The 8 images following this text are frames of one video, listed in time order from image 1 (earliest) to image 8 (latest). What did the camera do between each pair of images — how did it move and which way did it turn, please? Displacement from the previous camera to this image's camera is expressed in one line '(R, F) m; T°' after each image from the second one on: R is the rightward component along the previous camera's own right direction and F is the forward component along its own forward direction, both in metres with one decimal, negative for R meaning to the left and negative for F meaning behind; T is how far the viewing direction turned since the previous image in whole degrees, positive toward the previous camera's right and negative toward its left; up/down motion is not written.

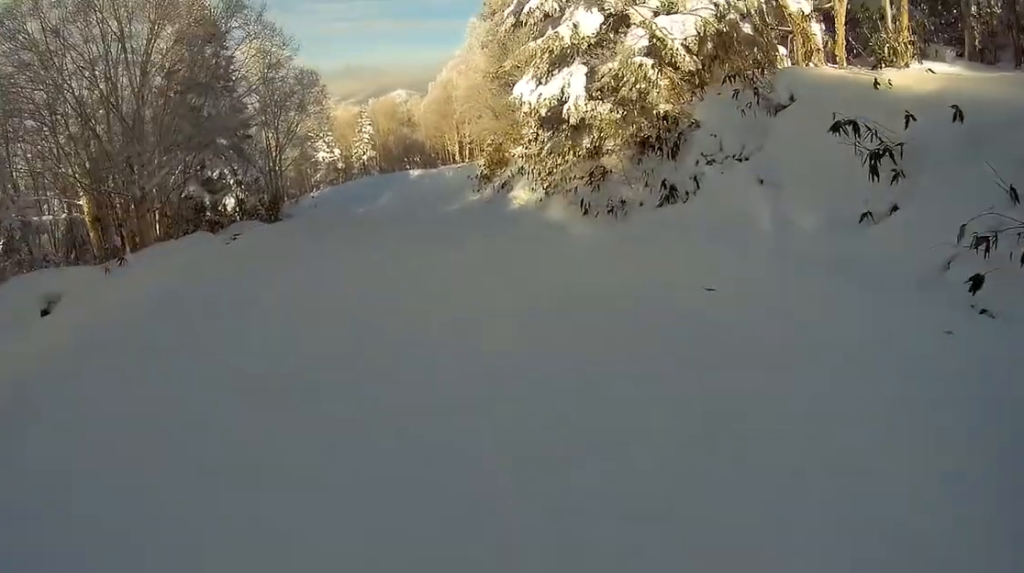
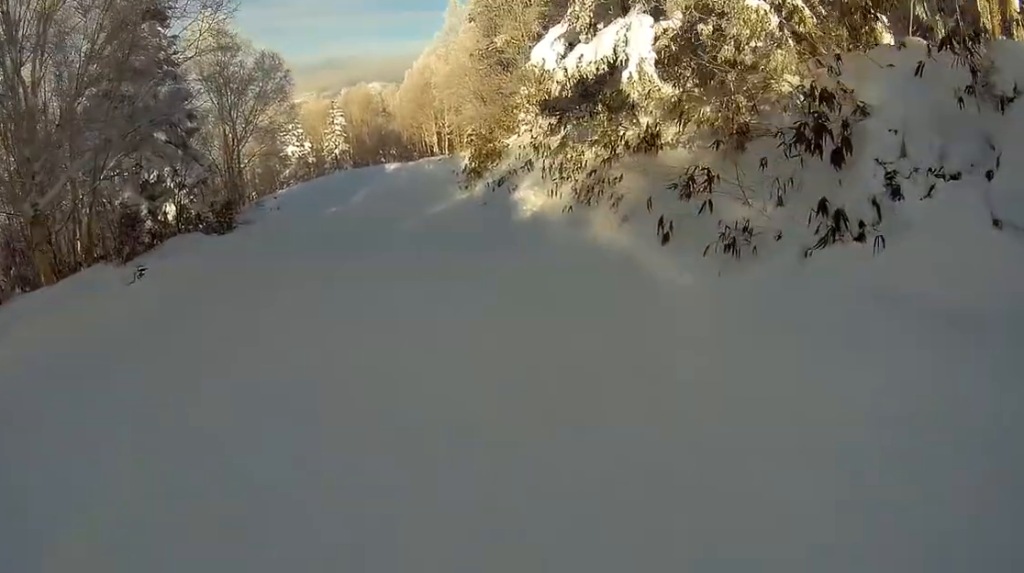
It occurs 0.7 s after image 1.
(+0.4, +4.8) m; -9°
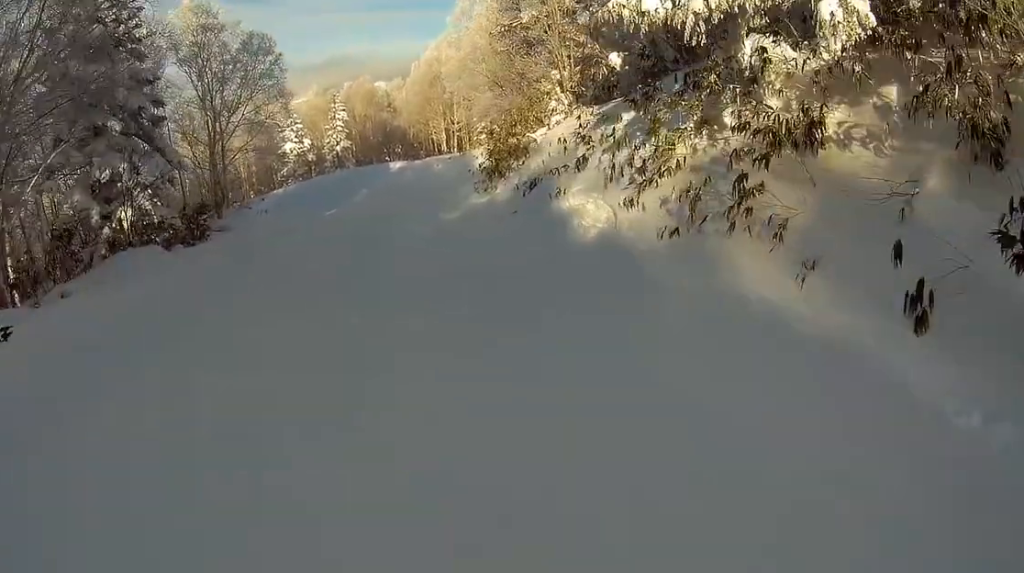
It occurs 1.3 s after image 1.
(-1.8, +4.4) m; -9°
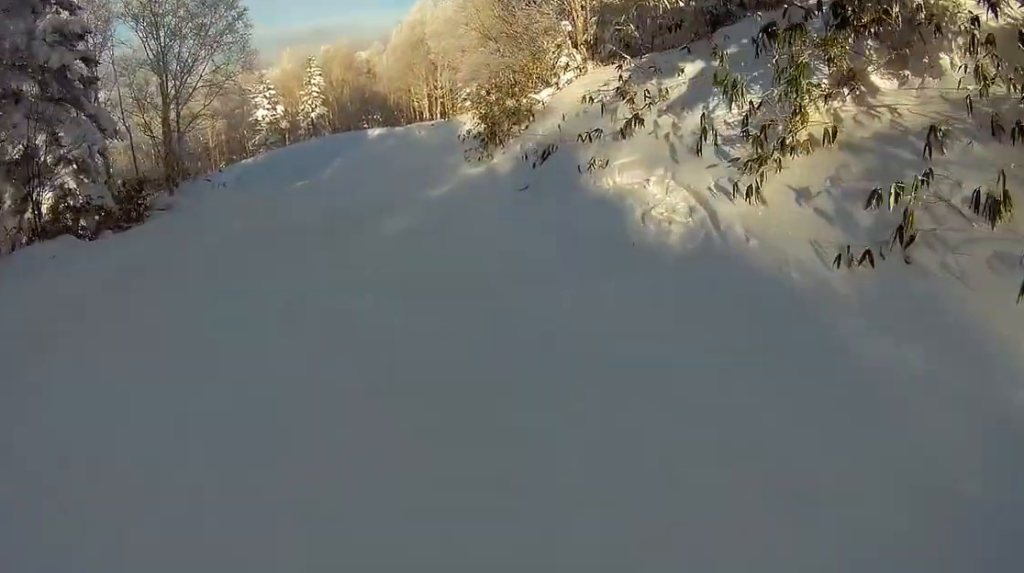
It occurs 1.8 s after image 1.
(+0.1, +3.6) m; +3°
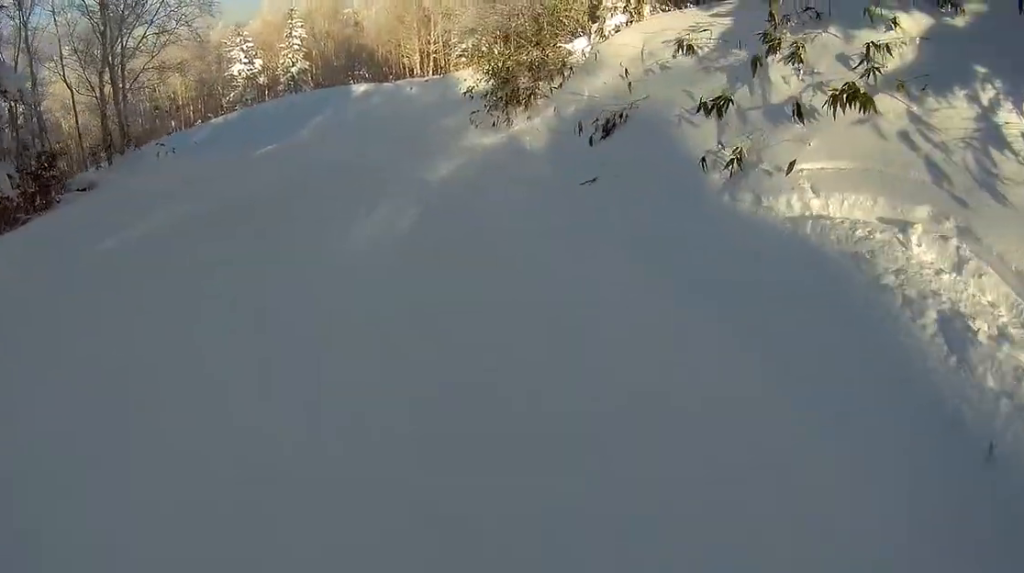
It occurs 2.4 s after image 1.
(+0.5, +4.4) m; +9°
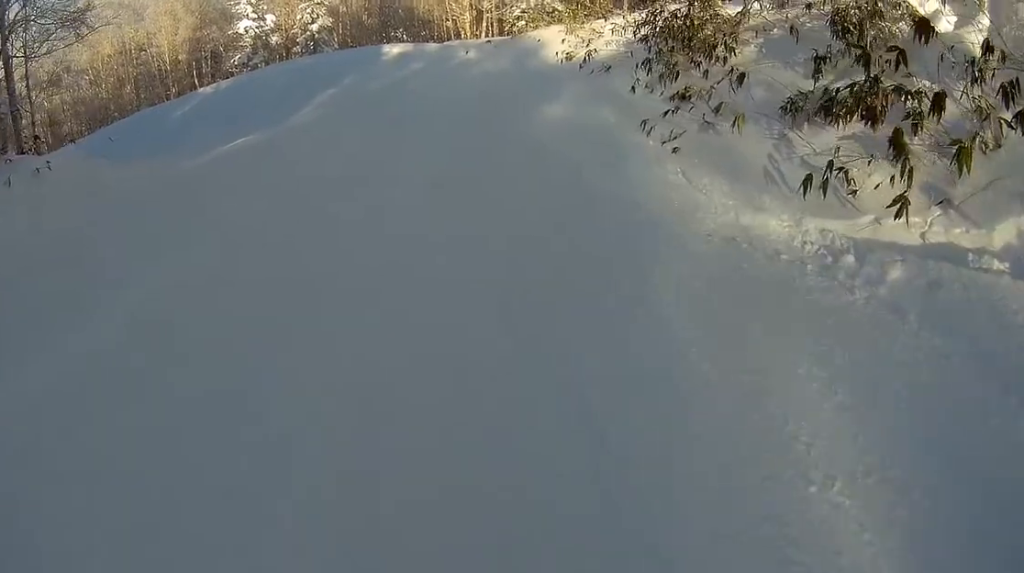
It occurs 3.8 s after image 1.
(+0.7, +8.5) m; +1°
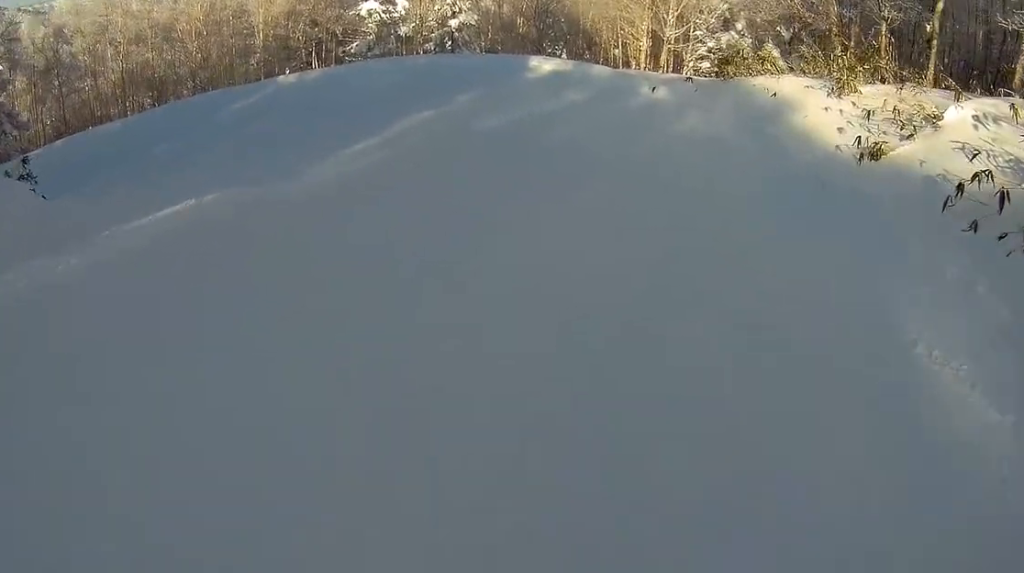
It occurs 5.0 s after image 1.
(-0.8, +6.3) m; -18°
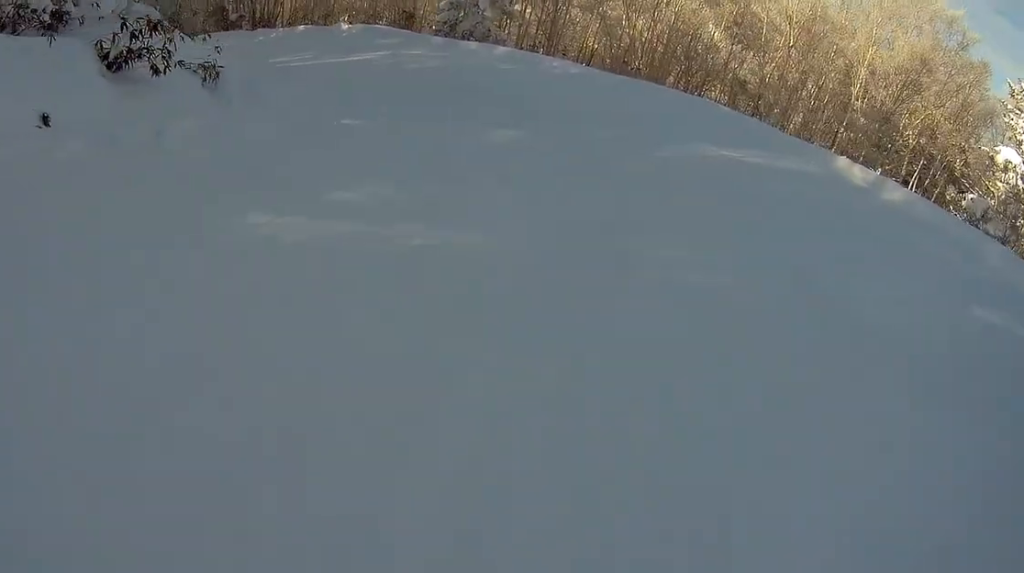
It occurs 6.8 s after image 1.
(-1.4, +9.5) m; -2°
